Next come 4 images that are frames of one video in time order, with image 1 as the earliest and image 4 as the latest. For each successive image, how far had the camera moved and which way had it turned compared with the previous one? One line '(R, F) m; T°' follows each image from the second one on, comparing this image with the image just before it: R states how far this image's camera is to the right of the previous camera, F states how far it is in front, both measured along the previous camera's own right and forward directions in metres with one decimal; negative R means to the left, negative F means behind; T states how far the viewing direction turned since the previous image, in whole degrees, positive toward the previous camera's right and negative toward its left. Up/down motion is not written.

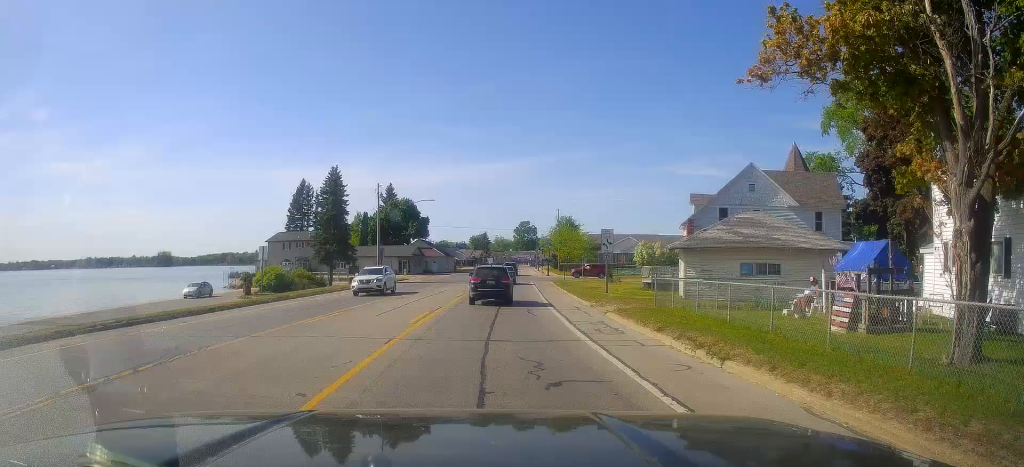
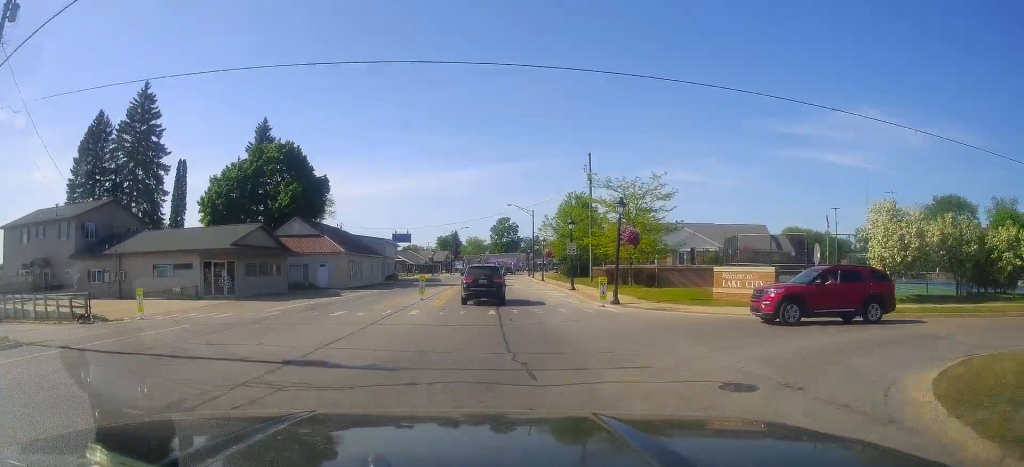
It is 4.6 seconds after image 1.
(+1.6, +56.1) m; +3°
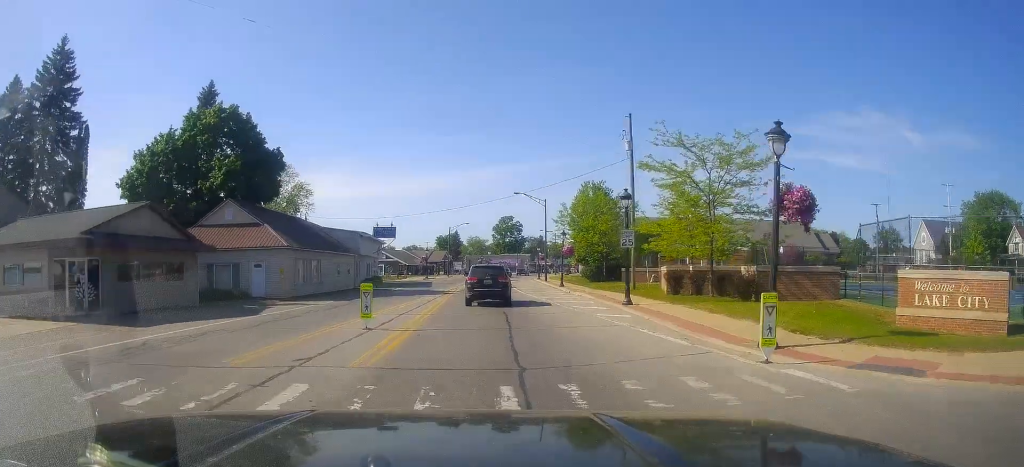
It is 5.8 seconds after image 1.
(-0.2, +13.6) m; 0°
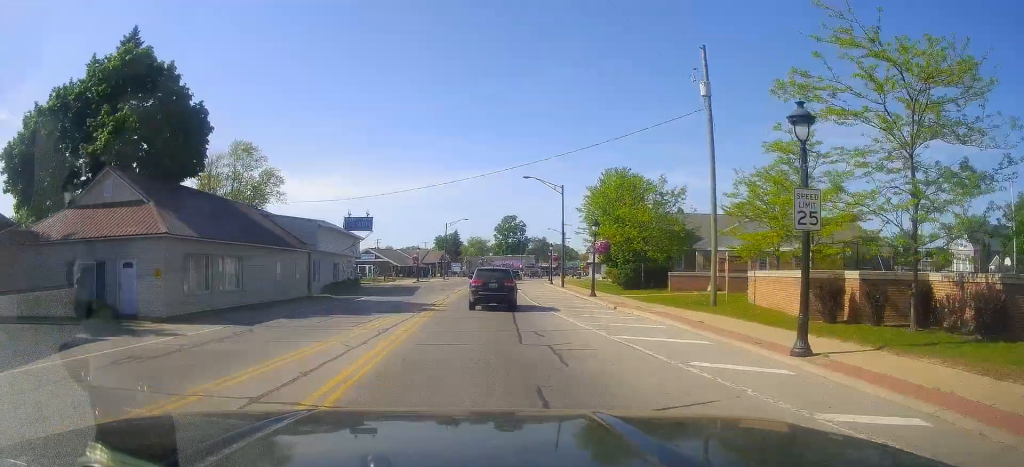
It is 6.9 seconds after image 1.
(+0.1, +13.2) m; -3°
